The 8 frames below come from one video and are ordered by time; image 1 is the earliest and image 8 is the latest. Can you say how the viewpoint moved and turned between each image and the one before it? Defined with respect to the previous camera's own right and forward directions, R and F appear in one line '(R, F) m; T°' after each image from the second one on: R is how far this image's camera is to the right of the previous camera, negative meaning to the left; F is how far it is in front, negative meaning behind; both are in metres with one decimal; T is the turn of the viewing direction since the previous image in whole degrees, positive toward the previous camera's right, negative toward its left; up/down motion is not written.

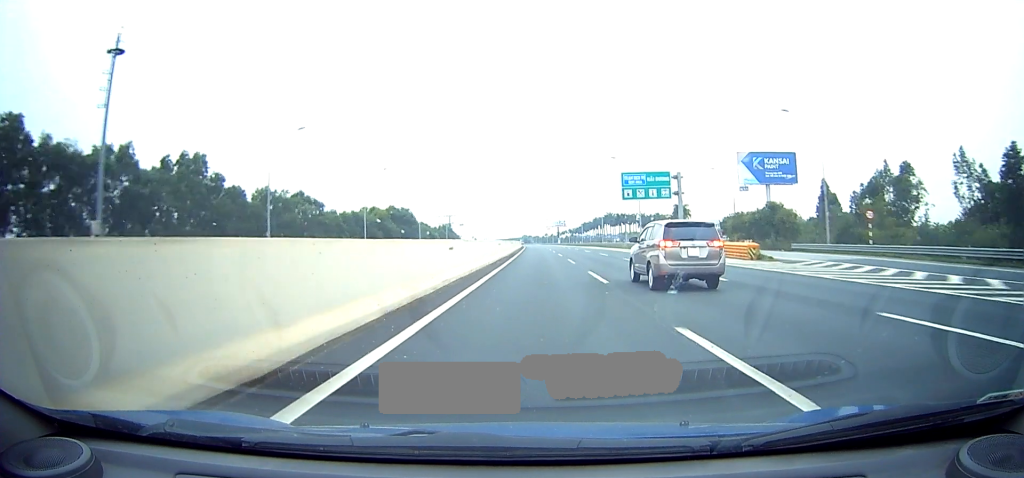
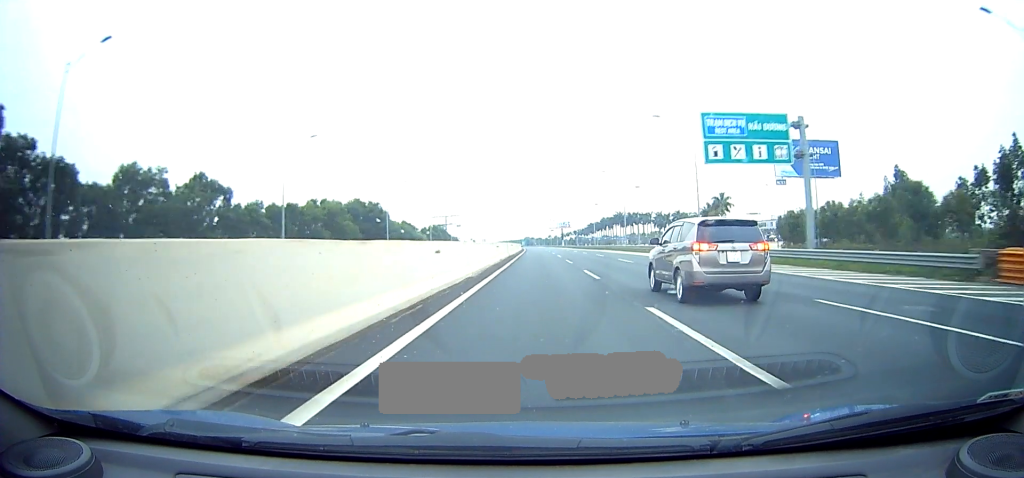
(-0.5, +26.8) m; -1°
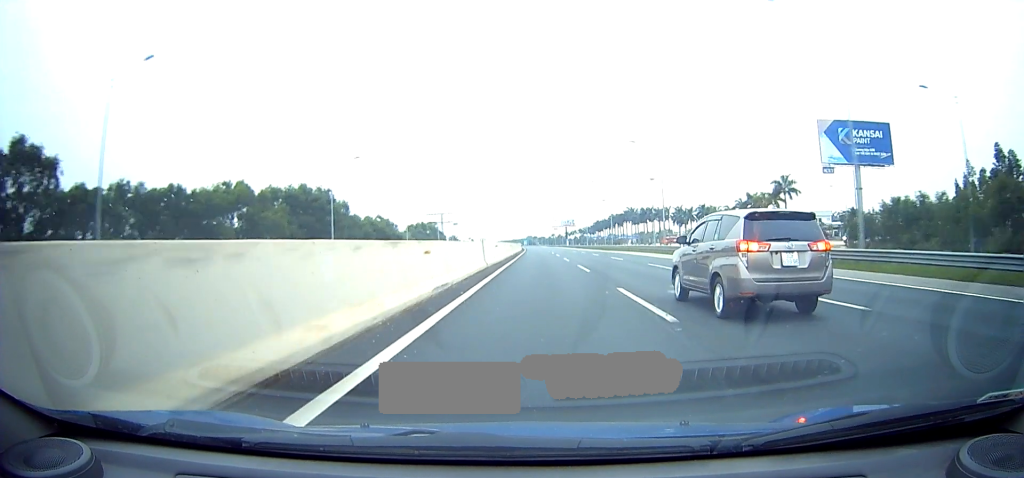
(+0.3, +25.6) m; 0°
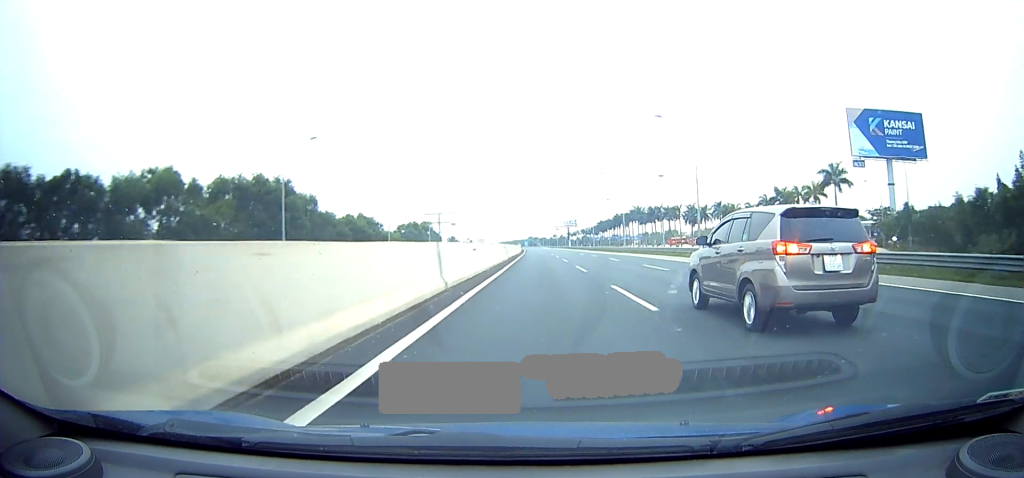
(-0.2, +13.5) m; 0°
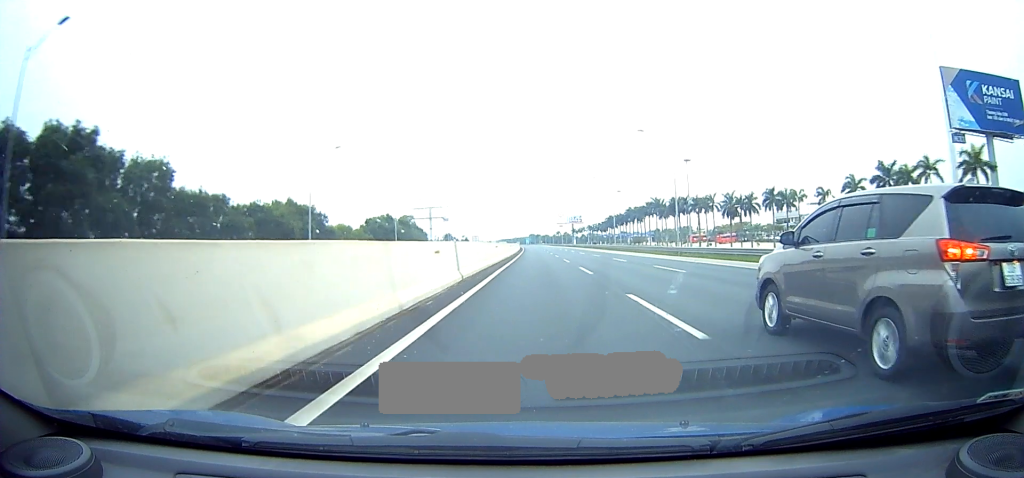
(+0.2, +34.9) m; +1°
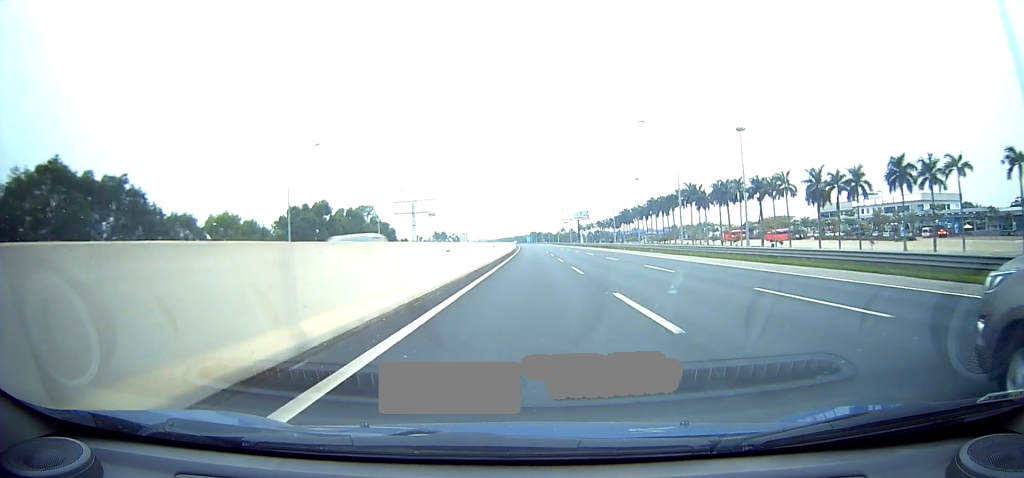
(+0.1, +45.4) m; 0°
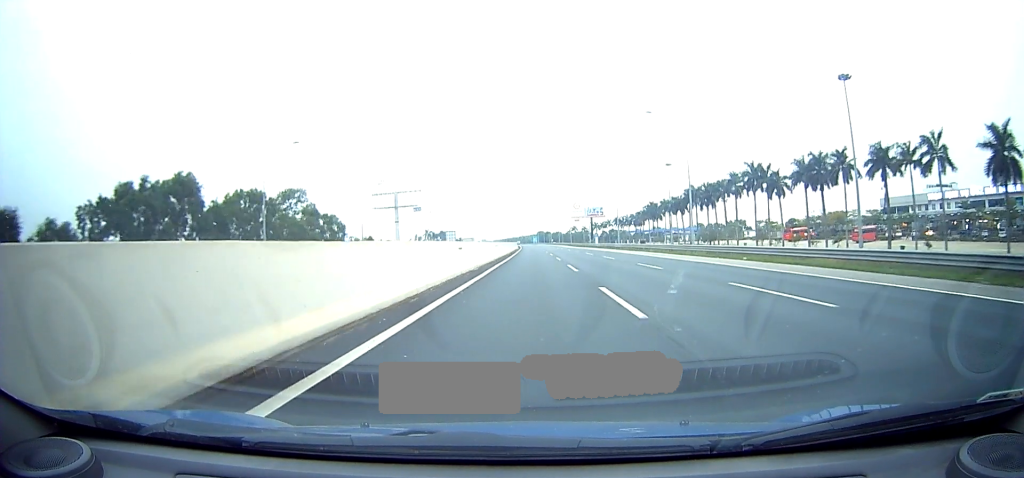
(-0.6, +45.2) m; -1°
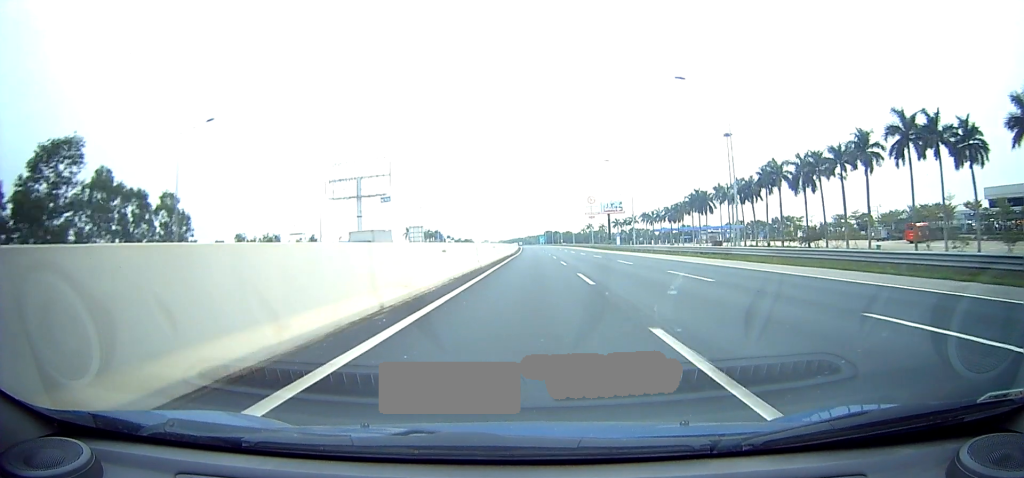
(-0.3, +57.9) m; 0°
